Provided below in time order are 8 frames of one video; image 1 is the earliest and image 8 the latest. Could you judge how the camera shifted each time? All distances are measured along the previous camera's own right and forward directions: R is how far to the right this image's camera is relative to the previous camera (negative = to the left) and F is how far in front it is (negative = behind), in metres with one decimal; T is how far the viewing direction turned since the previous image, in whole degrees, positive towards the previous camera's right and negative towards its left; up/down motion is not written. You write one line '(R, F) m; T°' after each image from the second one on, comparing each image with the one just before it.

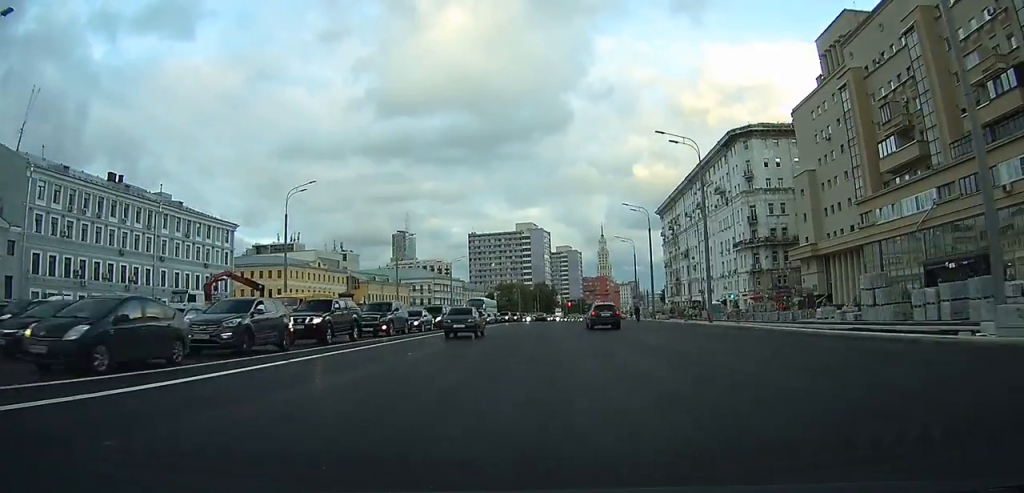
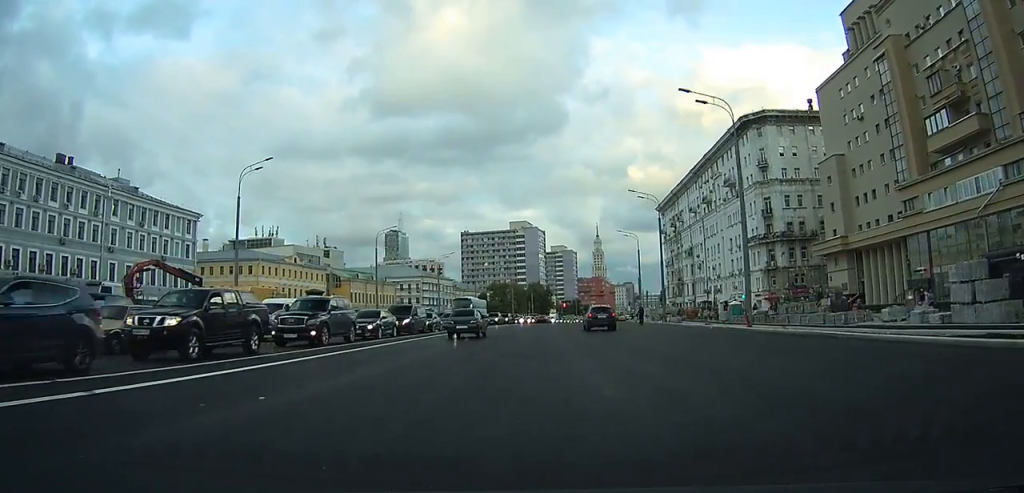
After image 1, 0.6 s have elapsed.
(0.0, +9.3) m; 0°
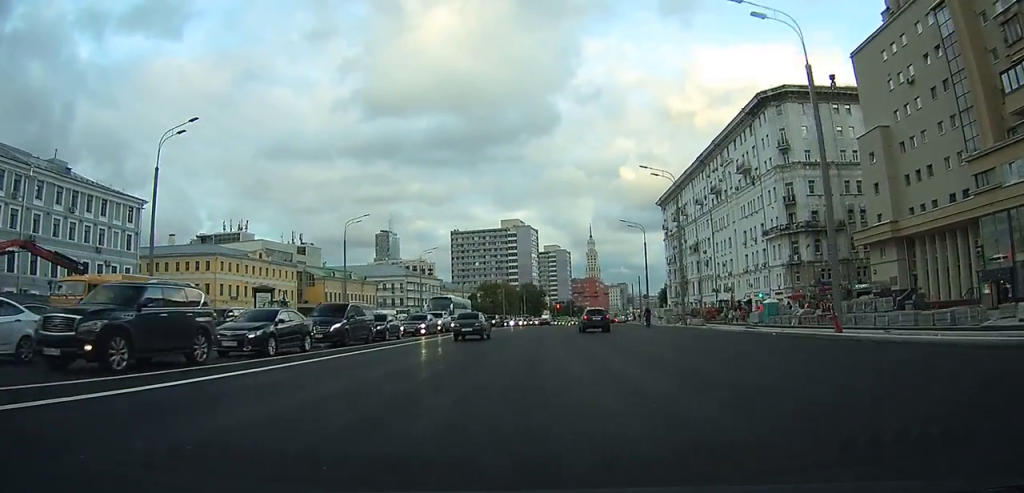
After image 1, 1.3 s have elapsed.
(+0.1, +11.4) m; +1°
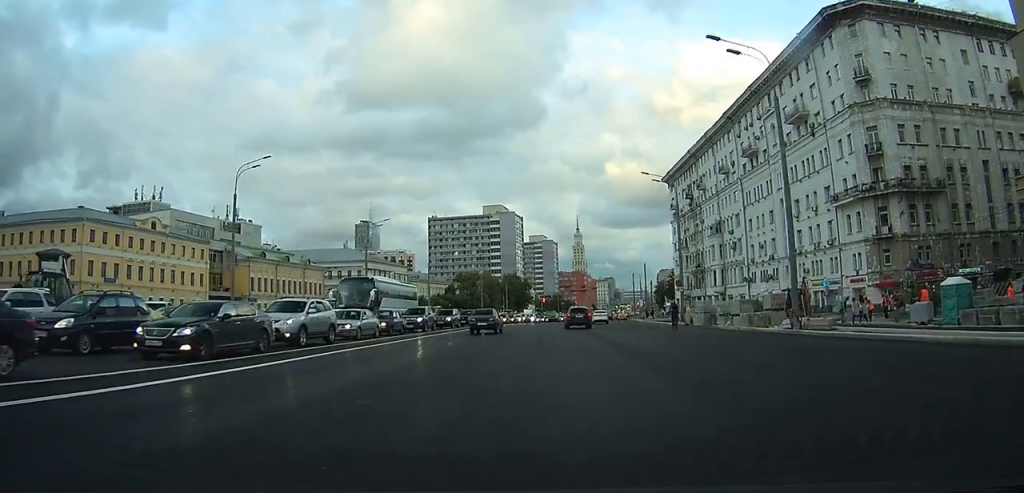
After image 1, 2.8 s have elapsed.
(+0.3, +25.7) m; +1°
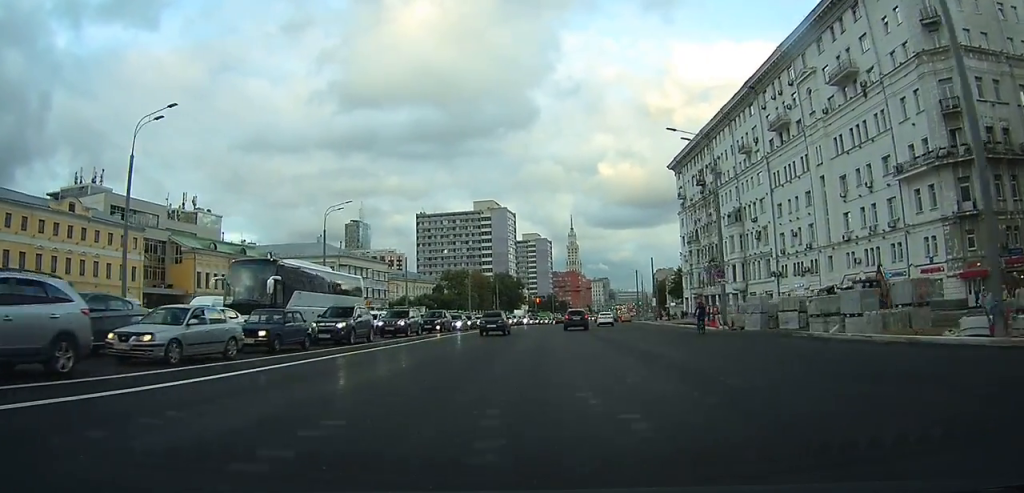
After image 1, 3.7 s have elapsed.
(0.0, +13.8) m; +1°
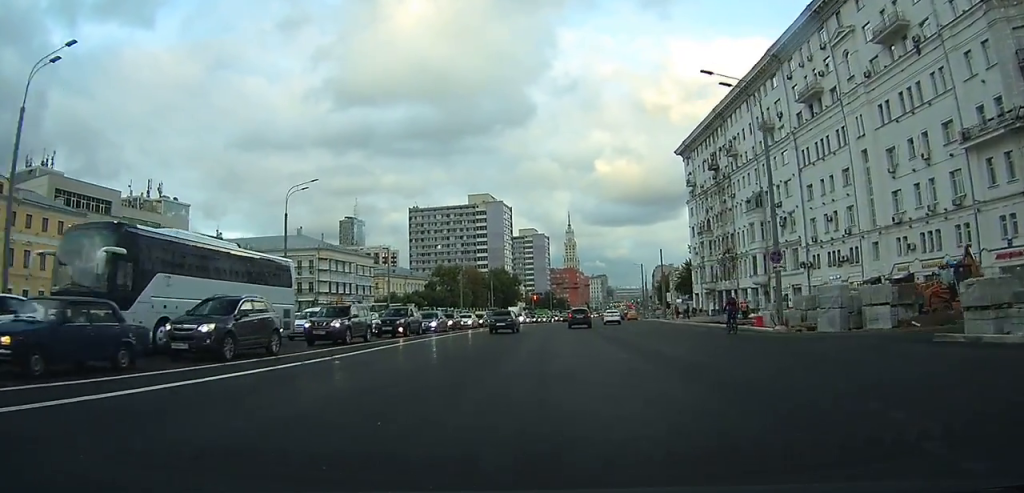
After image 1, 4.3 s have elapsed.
(+0.1, +10.1) m; +1°
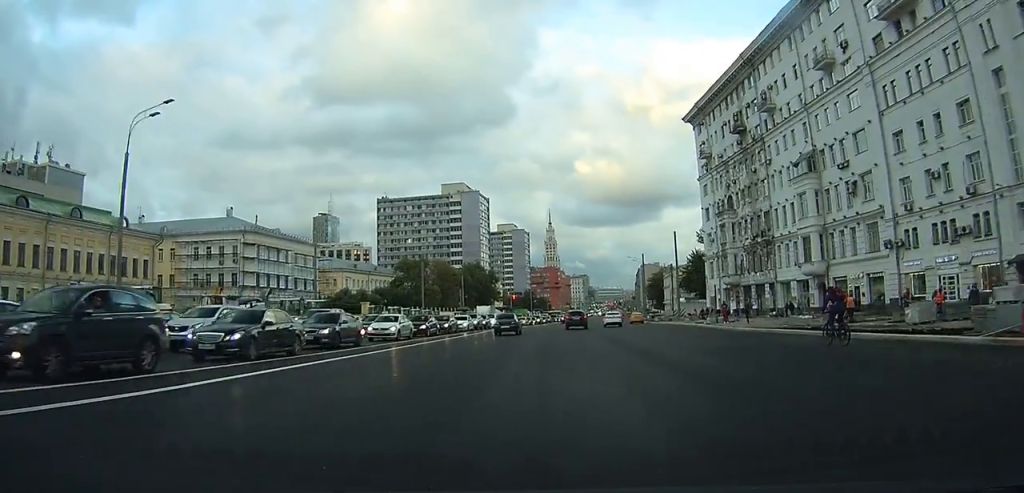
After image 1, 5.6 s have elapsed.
(+0.5, +22.1) m; +3°
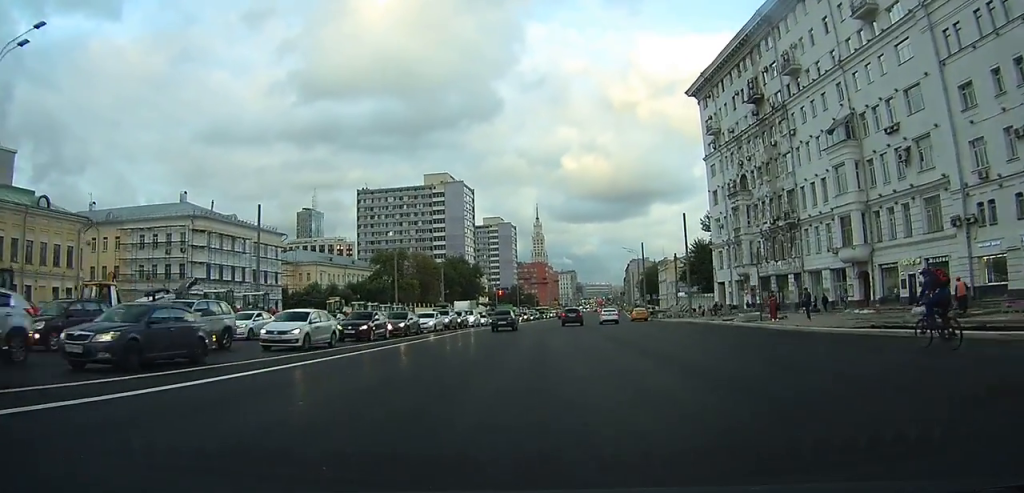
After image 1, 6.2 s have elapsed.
(+0.1, +10.9) m; +1°
